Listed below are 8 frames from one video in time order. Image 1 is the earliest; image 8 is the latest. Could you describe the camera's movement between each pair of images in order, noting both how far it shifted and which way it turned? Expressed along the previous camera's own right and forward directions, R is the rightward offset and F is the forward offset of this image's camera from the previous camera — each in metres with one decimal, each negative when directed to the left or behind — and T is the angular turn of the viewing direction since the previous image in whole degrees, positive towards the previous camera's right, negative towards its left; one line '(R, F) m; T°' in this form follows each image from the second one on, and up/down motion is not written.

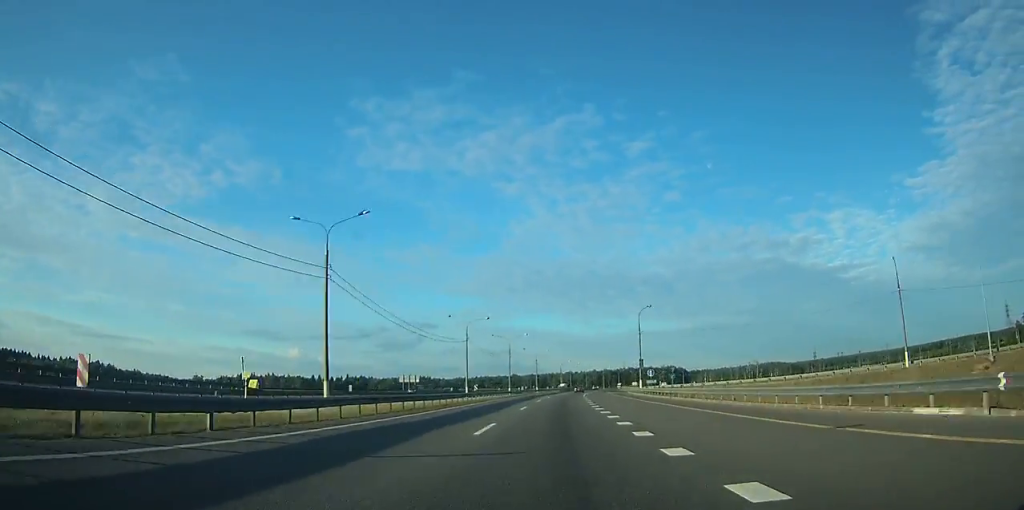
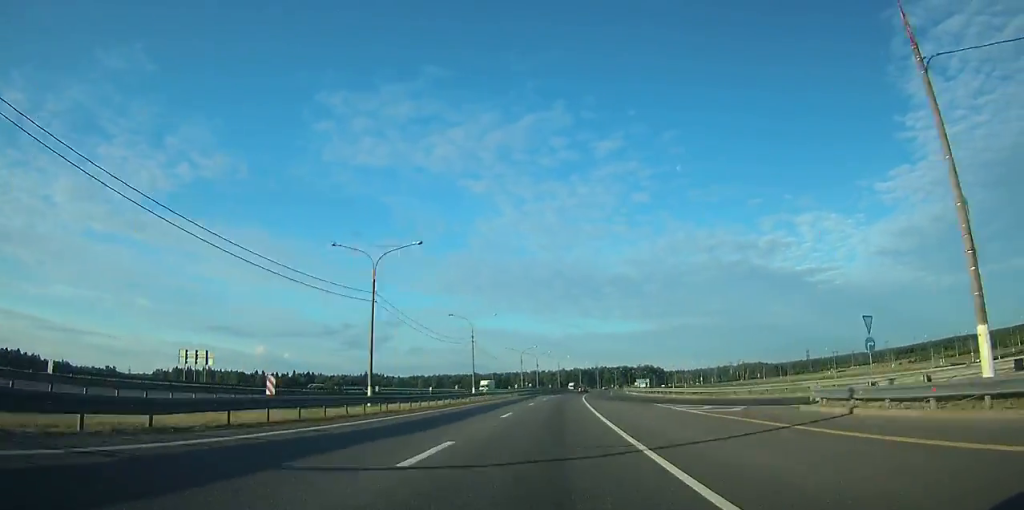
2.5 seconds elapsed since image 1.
(+2.6, +72.0) m; +3°
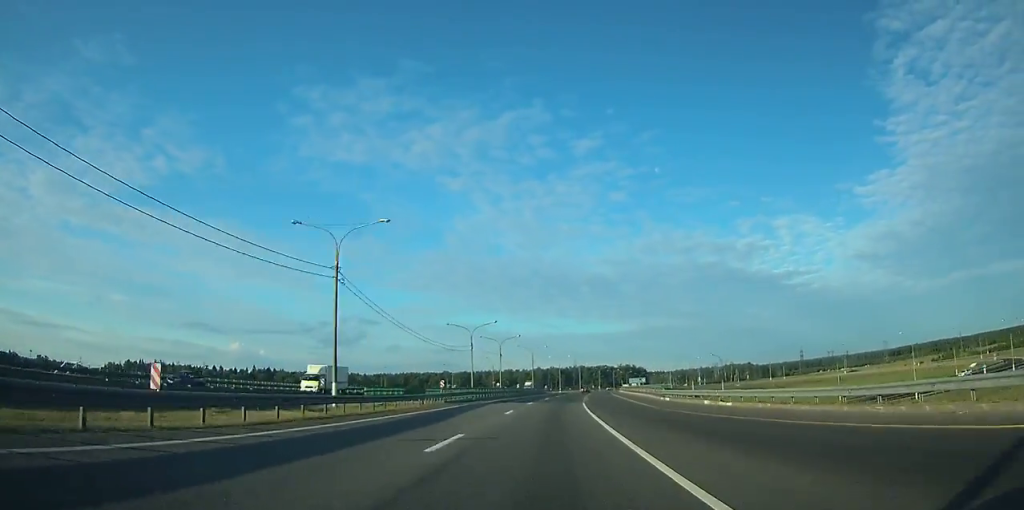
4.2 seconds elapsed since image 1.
(+0.9, +49.0) m; +2°
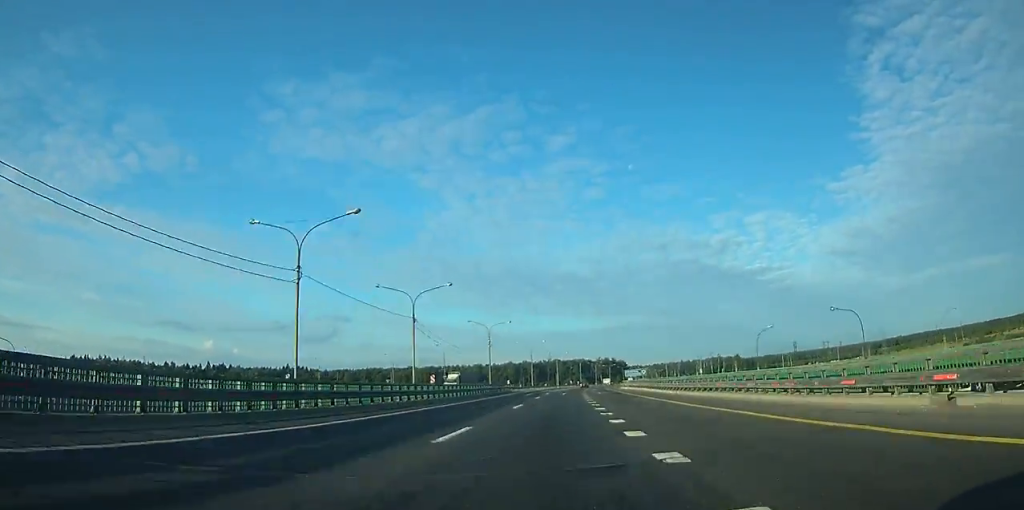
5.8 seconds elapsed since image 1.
(+0.9, +50.0) m; +2°
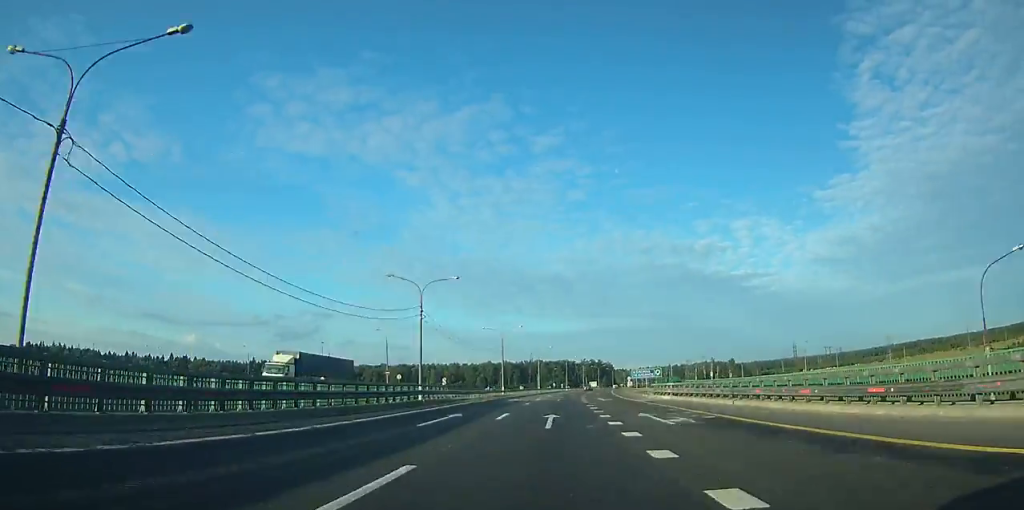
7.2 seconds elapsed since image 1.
(+0.6, +40.0) m; +2°
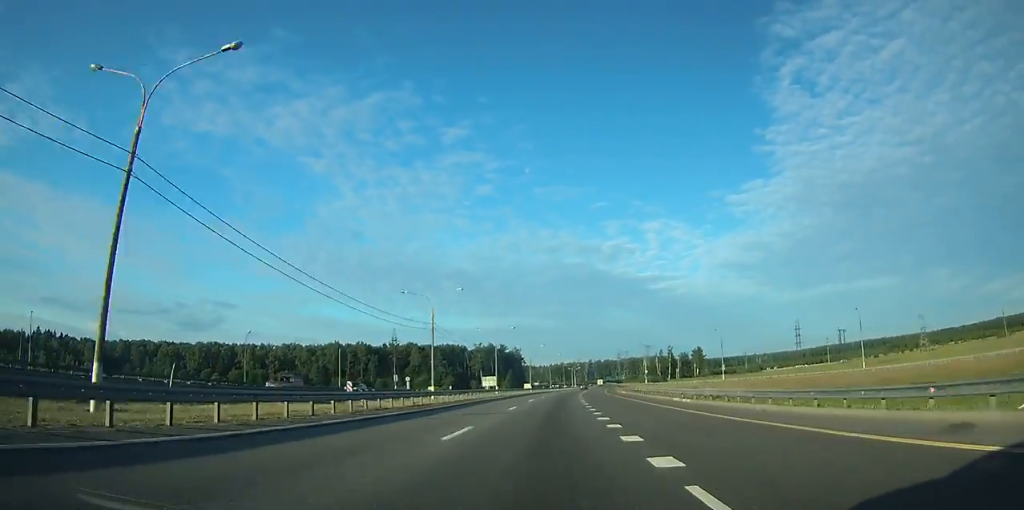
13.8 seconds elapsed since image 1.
(+15.6, +185.4) m; +9°
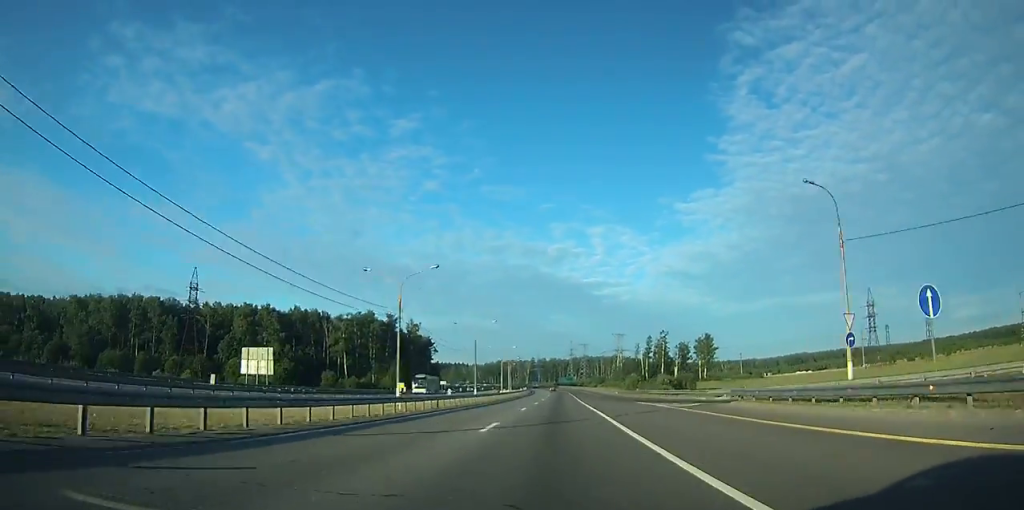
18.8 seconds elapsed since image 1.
(+6.3, +135.6) m; +5°
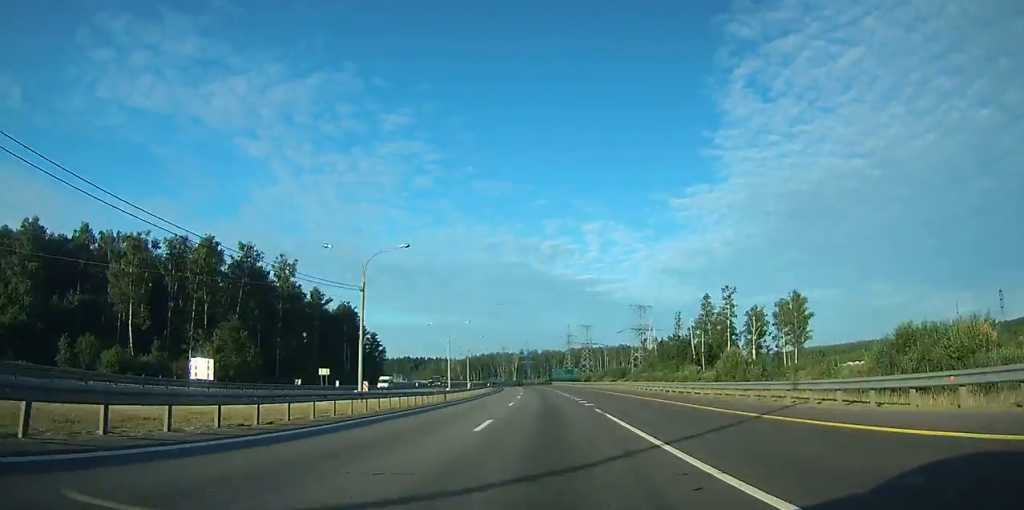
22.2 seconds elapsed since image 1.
(+1.7, +92.4) m; 0°
